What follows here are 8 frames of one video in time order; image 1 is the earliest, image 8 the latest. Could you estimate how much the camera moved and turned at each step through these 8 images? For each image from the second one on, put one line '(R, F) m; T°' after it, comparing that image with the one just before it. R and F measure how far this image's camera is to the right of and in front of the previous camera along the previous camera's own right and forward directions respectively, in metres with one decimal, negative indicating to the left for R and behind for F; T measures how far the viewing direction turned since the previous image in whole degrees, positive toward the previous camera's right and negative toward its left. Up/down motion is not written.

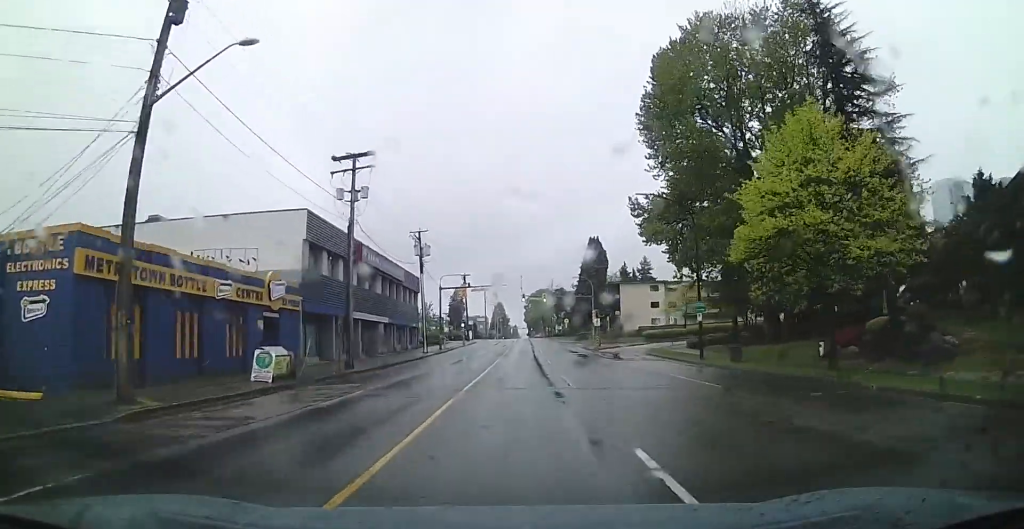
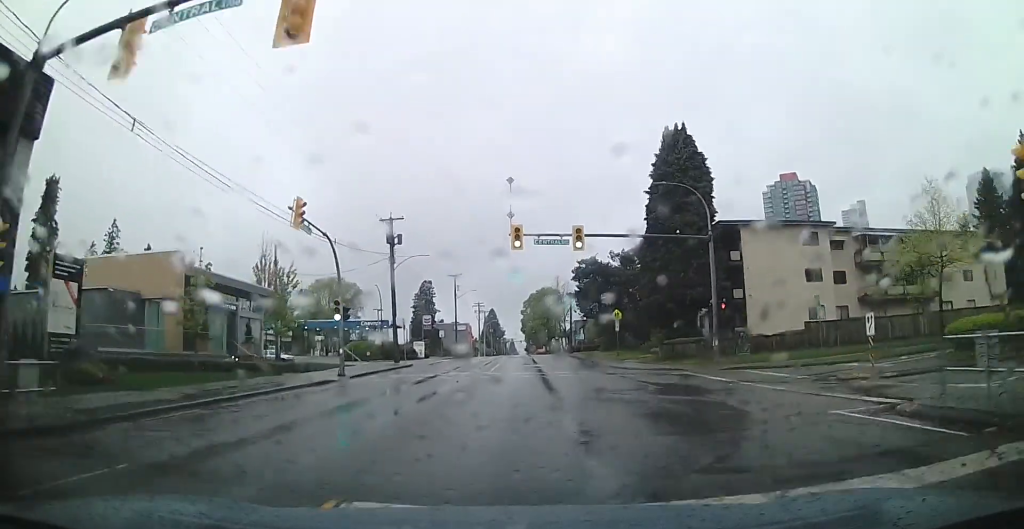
(-1.7, +53.0) m; -2°
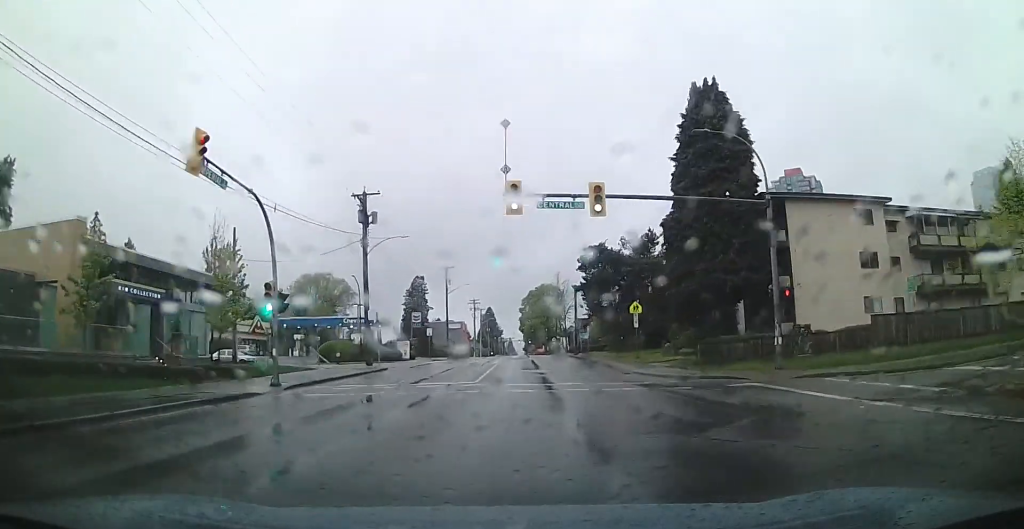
(0.0, +7.6) m; 0°
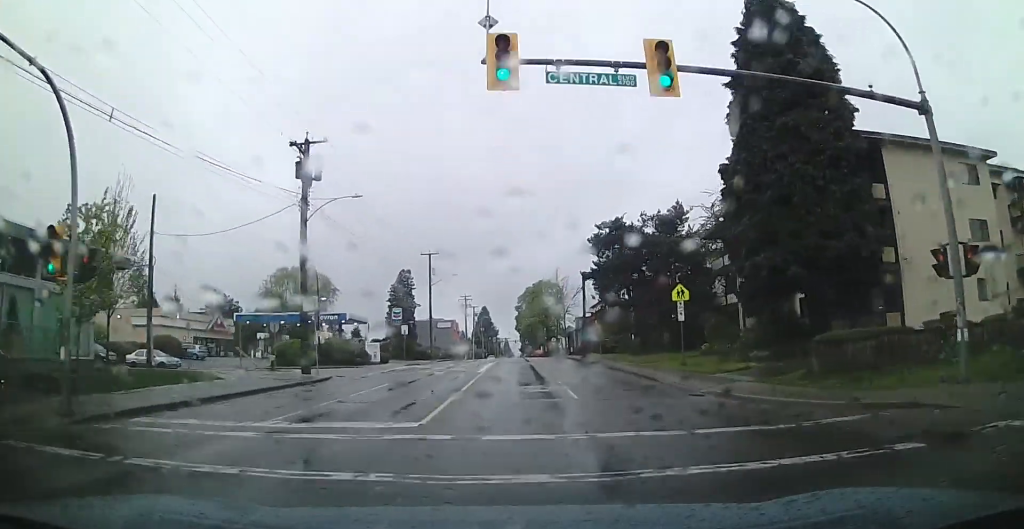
(+0.1, +10.6) m; -1°
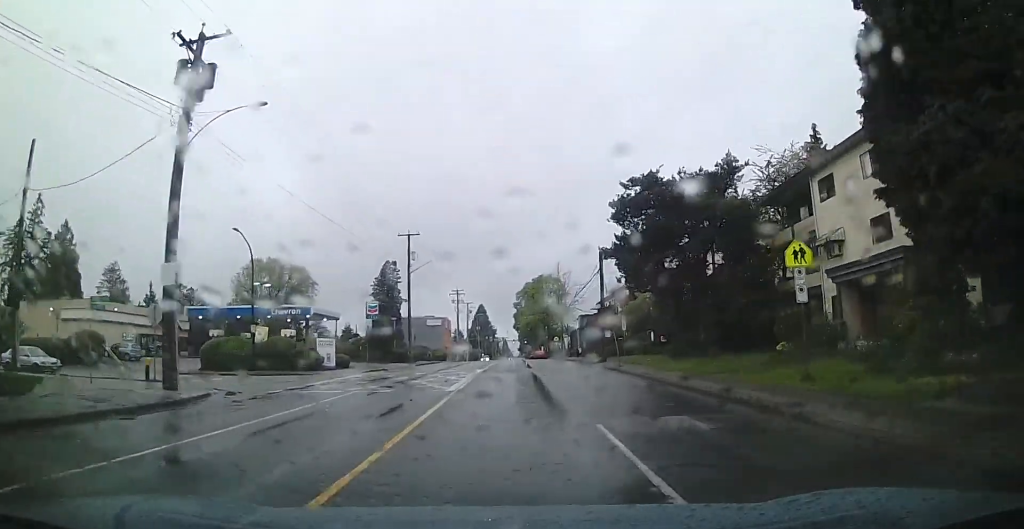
(-0.2, +11.2) m; -2°
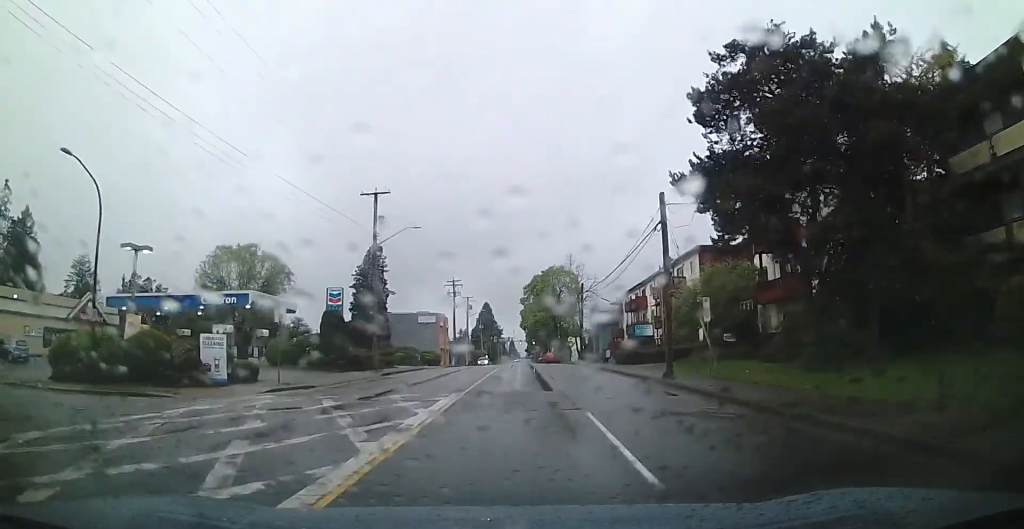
(-0.4, +14.9) m; -2°
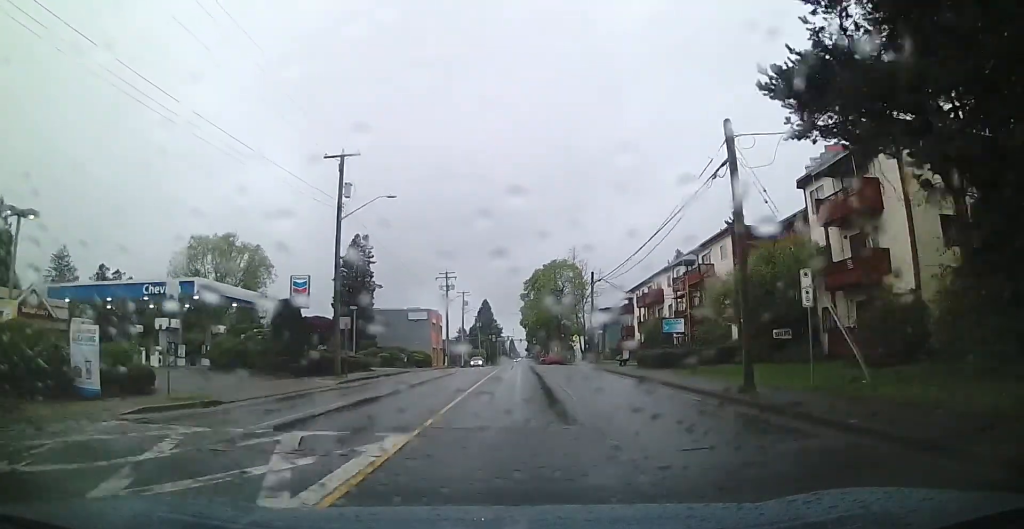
(-0.2, +7.8) m; -1°
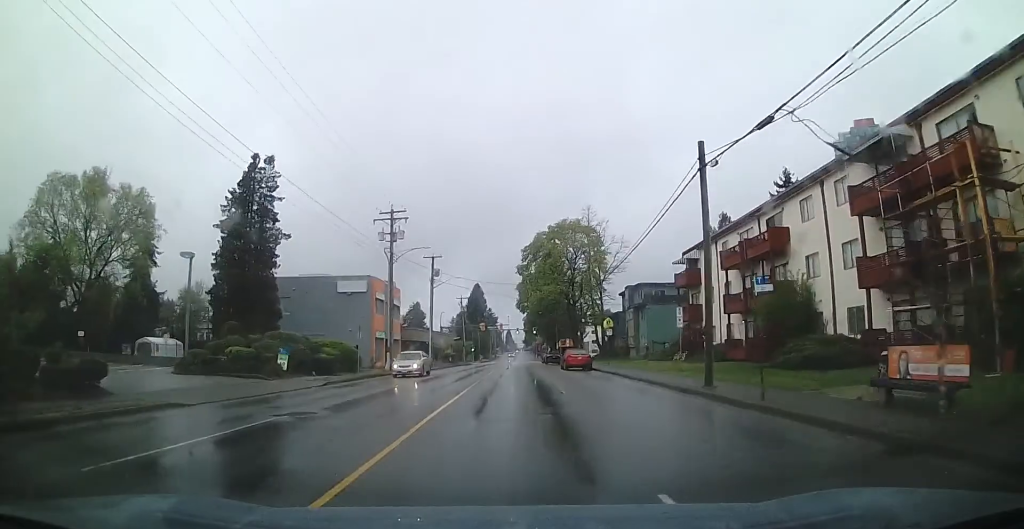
(+0.2, +30.2) m; +1°
